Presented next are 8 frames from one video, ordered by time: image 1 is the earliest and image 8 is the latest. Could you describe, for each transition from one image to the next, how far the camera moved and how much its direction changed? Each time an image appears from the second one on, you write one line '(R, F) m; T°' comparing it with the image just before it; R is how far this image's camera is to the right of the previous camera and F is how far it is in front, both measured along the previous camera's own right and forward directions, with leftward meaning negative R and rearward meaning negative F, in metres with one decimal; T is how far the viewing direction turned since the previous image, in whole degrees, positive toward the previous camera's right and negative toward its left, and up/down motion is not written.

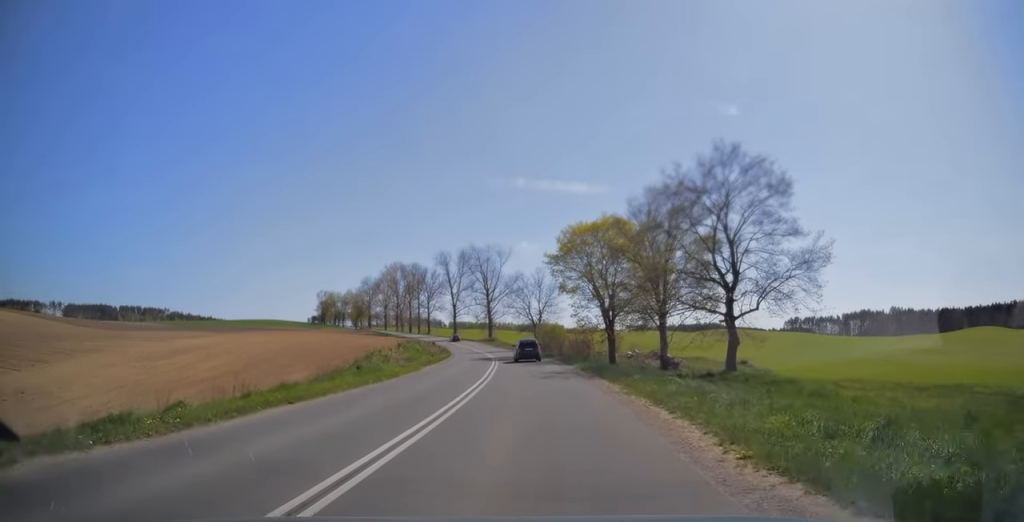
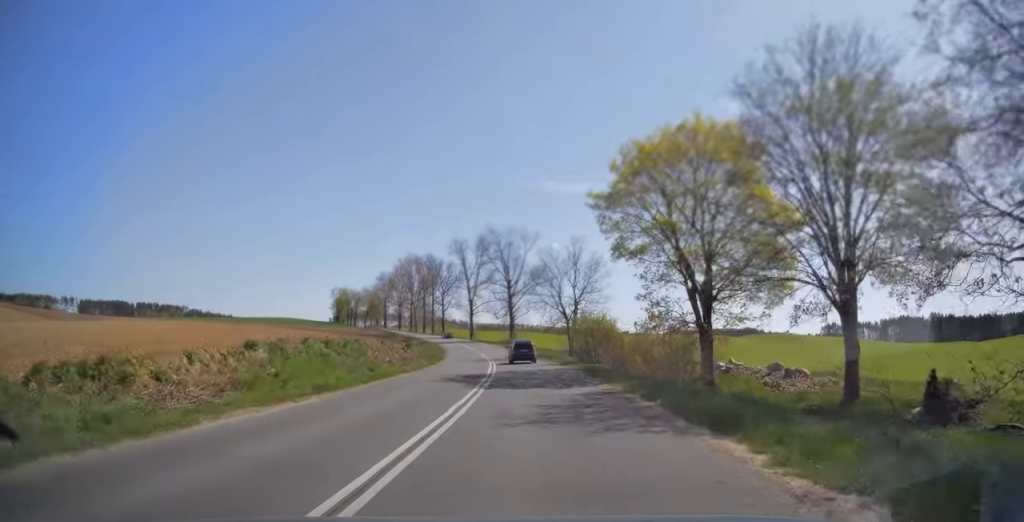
(-0.6, +24.4) m; -3°
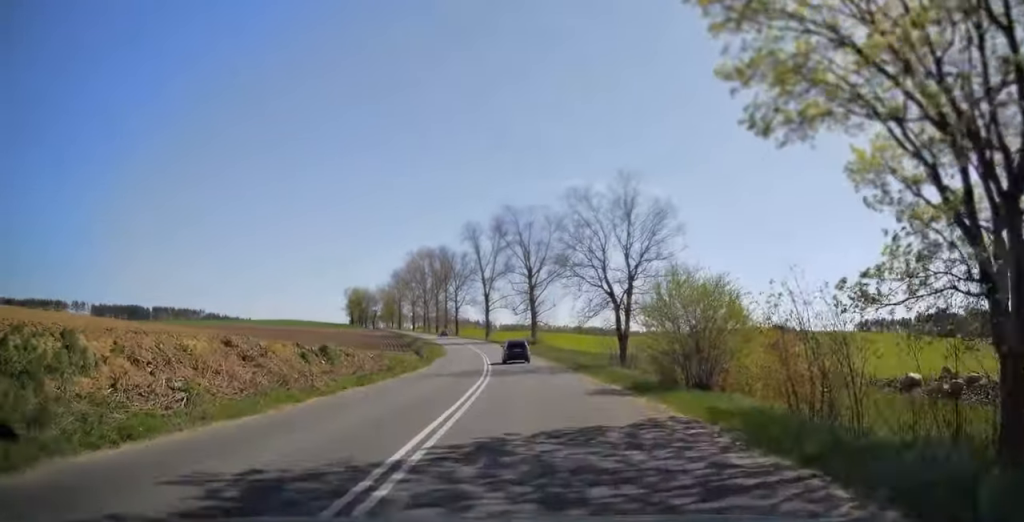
(-0.4, +20.4) m; -3°
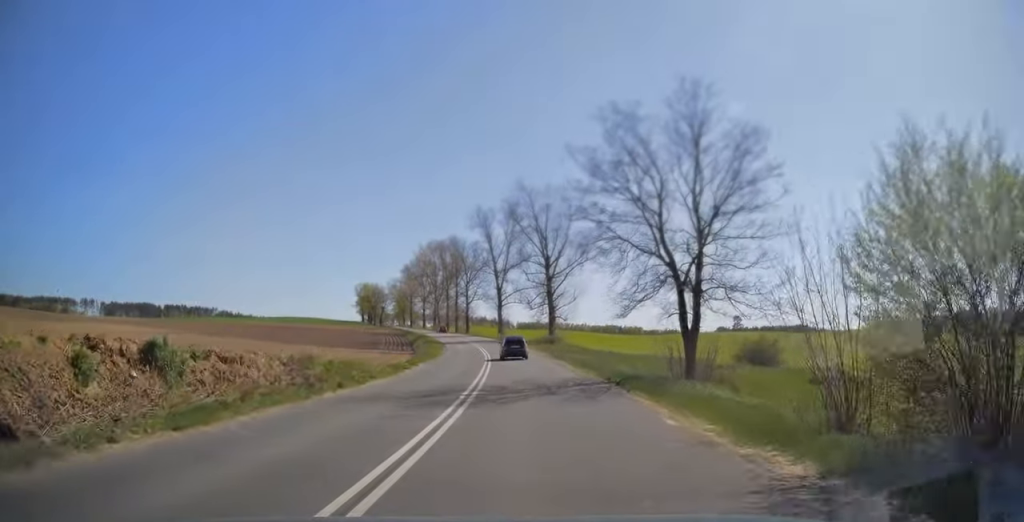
(-0.1, +11.6) m; -2°
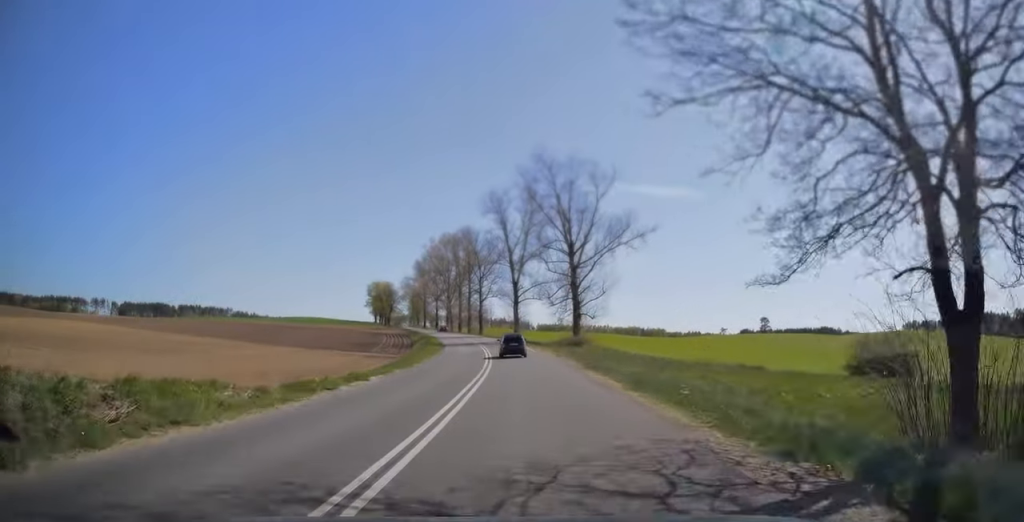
(-0.2, +13.6) m; -2°
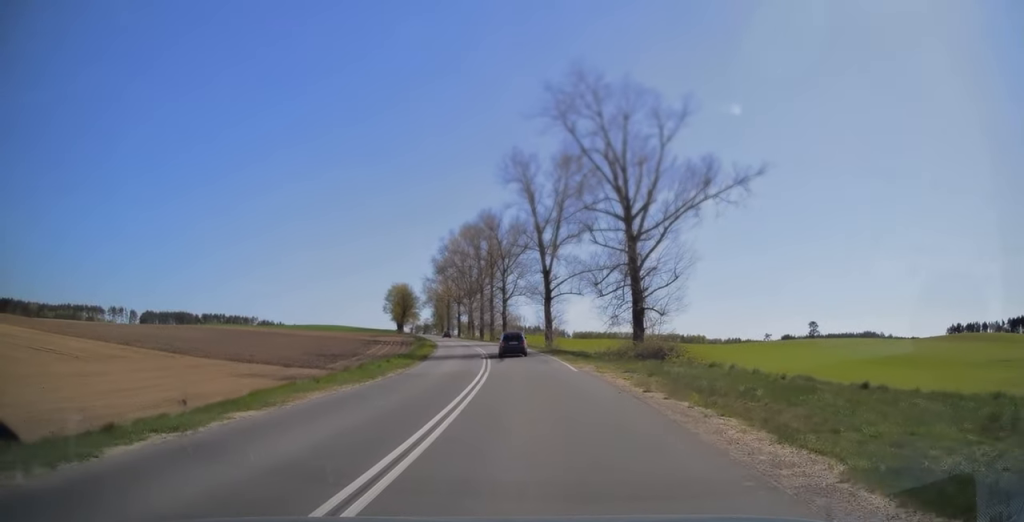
(-0.6, +23.7) m; -4°
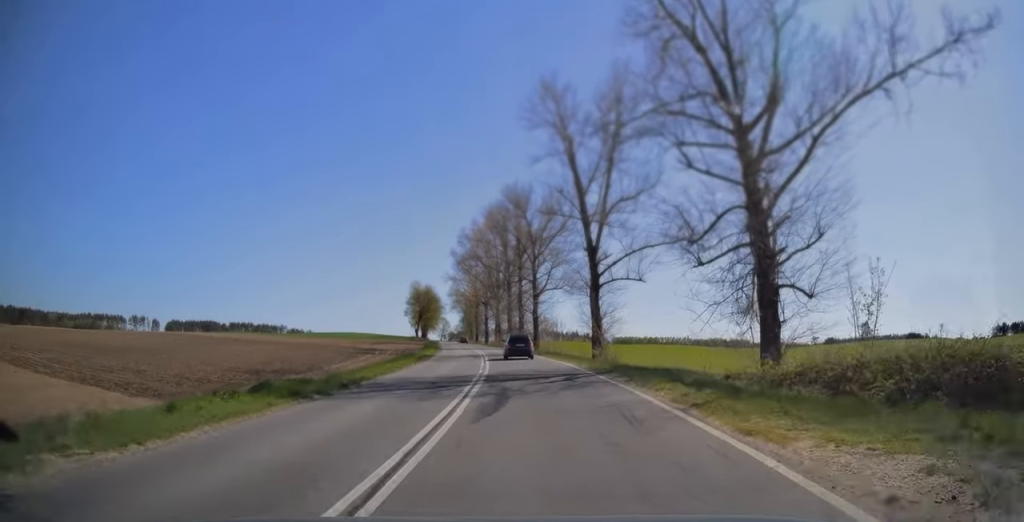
(-0.7, +21.2) m; -3°
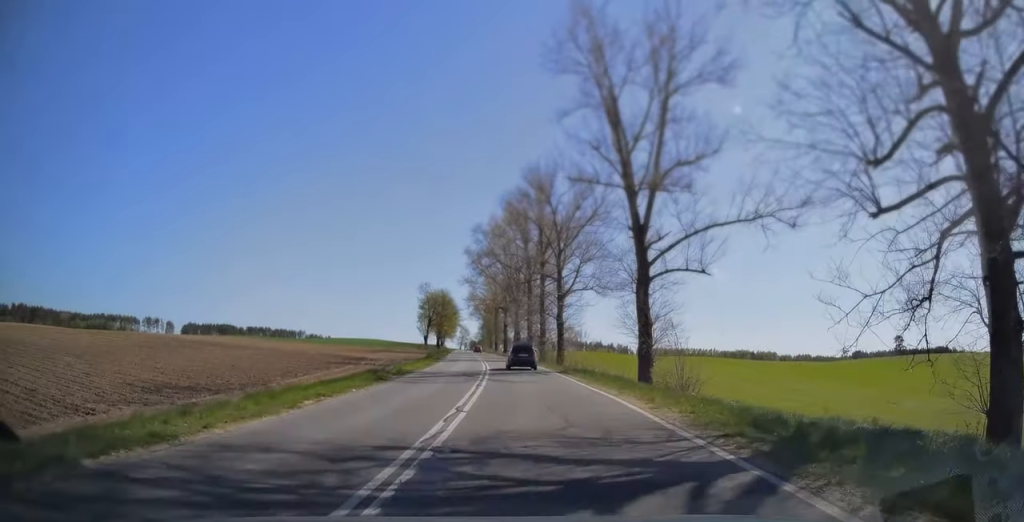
(-0.2, +13.2) m; -2°
